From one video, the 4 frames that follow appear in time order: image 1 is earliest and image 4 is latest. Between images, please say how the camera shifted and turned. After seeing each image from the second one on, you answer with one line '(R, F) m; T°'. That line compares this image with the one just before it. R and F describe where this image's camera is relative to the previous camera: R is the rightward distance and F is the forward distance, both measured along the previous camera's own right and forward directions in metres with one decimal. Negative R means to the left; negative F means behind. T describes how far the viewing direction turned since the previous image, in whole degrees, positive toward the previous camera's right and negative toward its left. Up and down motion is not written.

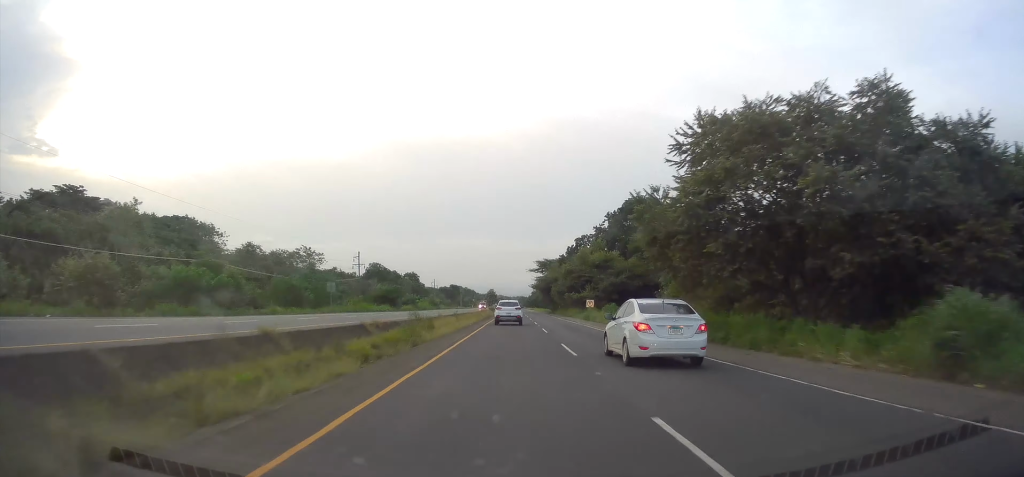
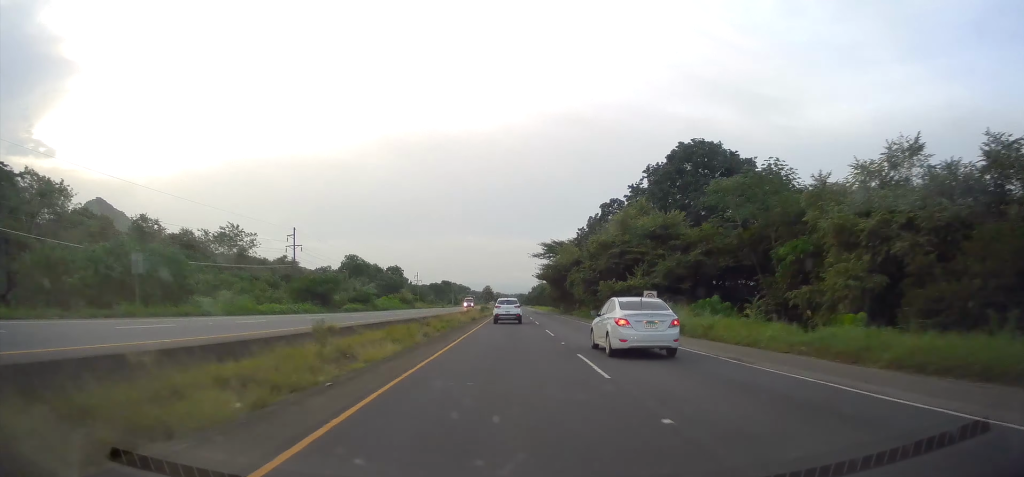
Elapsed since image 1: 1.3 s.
(+0.1, +31.8) m; 0°
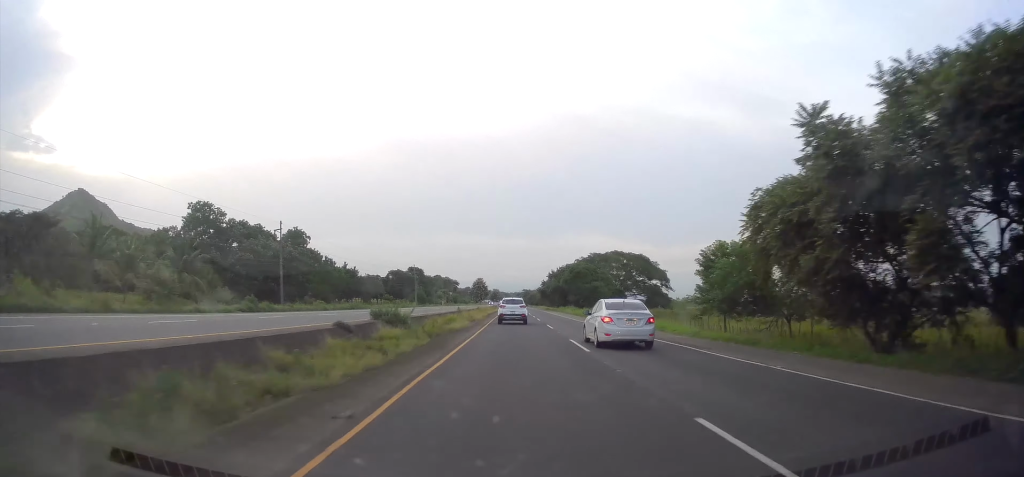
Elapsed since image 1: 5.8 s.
(-1.2, +106.1) m; 0°
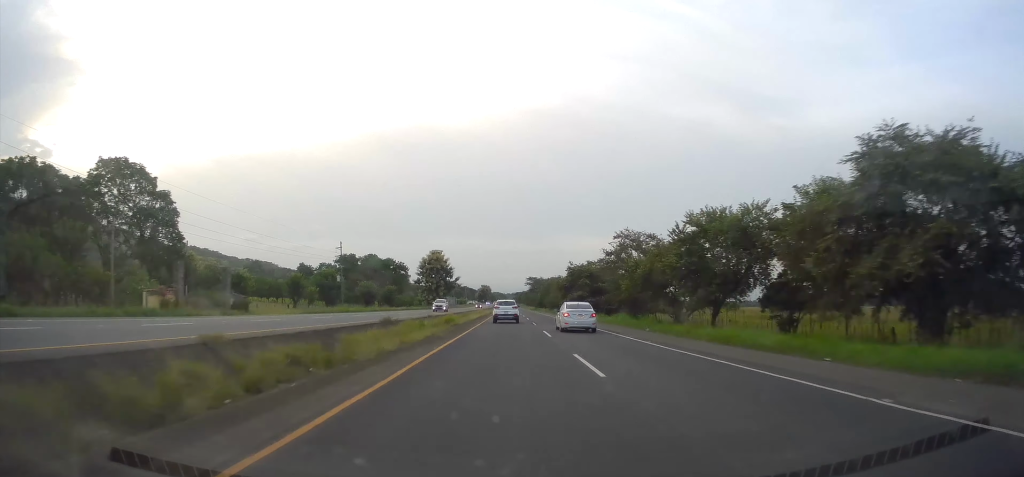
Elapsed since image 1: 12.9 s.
(+1.5, +171.5) m; 0°
